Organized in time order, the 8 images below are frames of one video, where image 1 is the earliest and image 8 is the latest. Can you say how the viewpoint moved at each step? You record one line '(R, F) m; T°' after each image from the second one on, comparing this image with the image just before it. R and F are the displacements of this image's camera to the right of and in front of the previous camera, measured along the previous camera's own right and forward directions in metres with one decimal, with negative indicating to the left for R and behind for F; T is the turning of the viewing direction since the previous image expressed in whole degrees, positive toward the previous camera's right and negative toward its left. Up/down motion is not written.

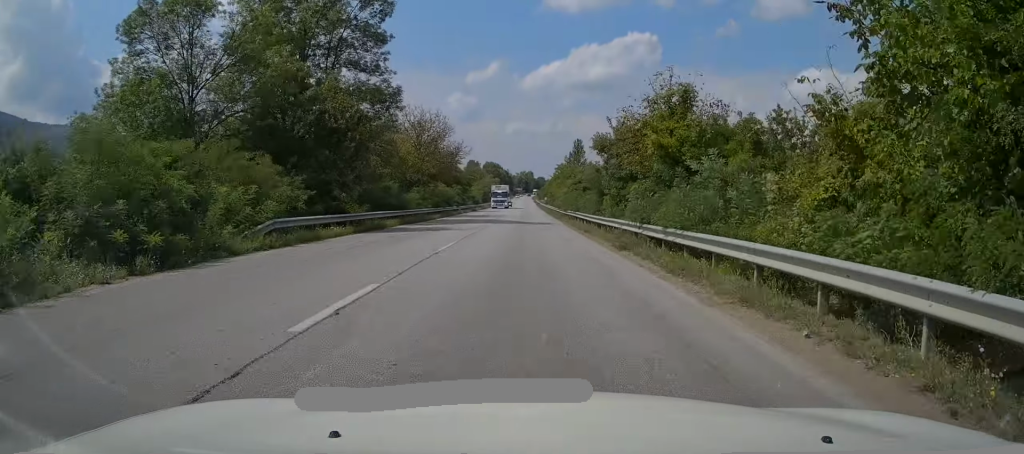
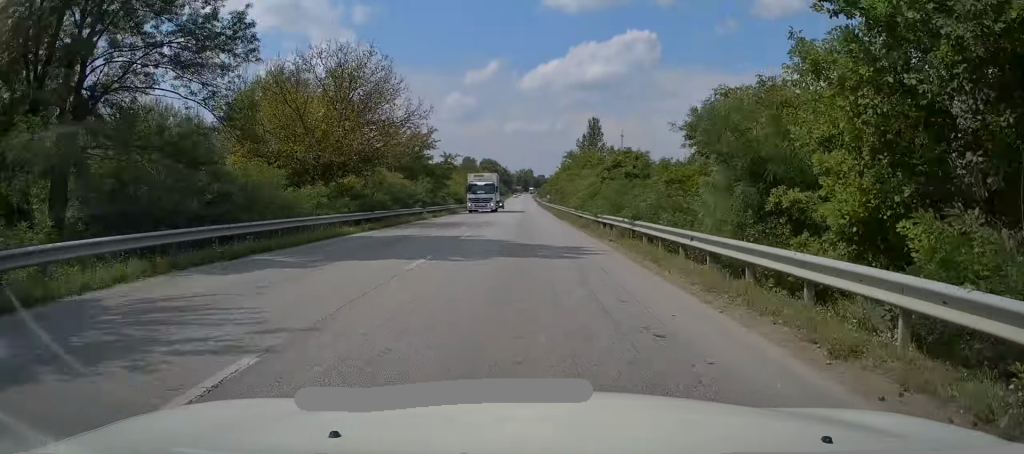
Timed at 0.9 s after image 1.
(+0.1, +21.6) m; +1°
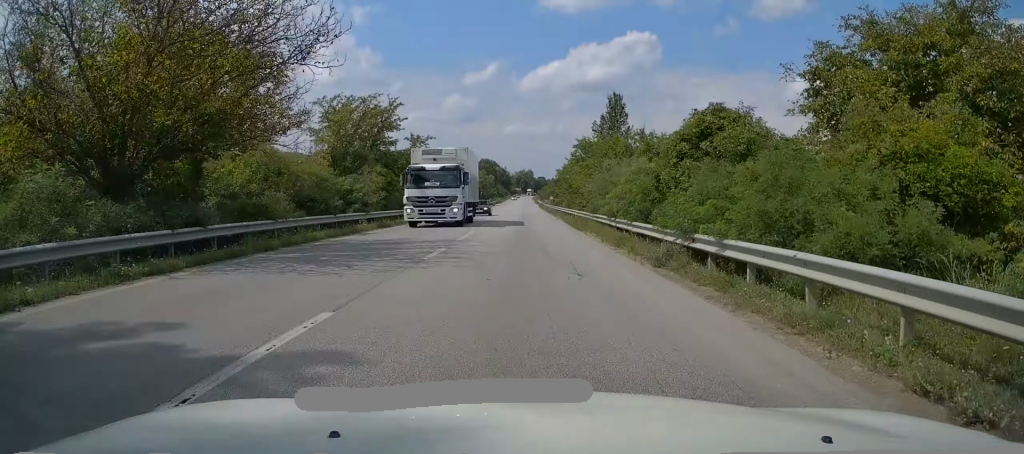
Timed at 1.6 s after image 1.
(+0.3, +16.0) m; 0°
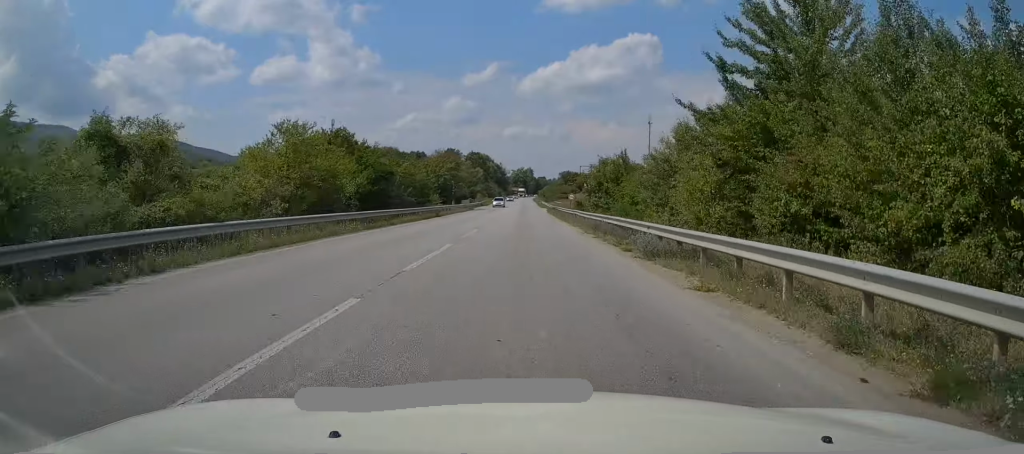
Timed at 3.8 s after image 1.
(-0.9, +52.8) m; 0°
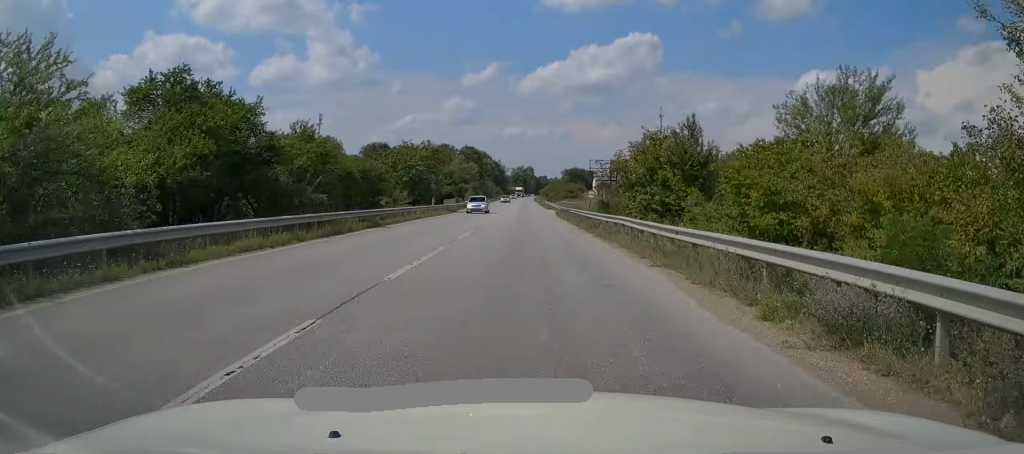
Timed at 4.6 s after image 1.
(+0.3, +19.1) m; +1°
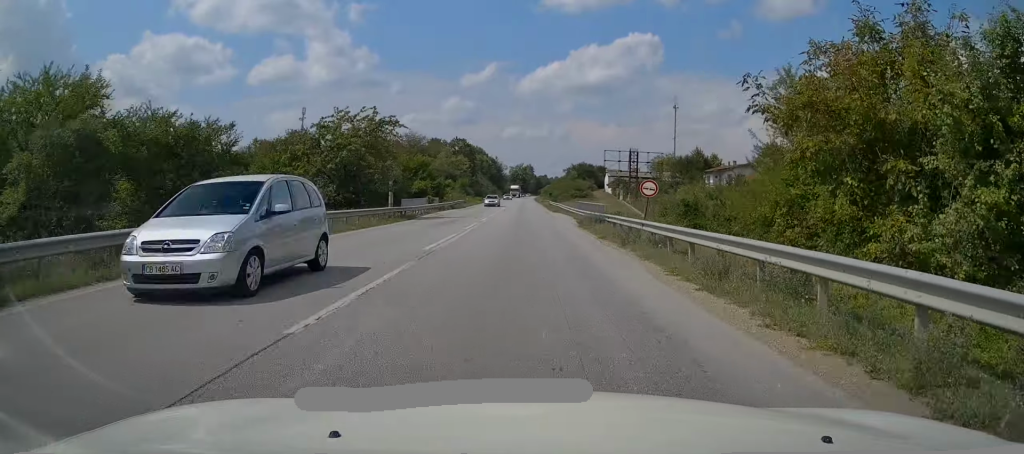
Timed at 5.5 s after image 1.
(+0.1, +21.6) m; -1°
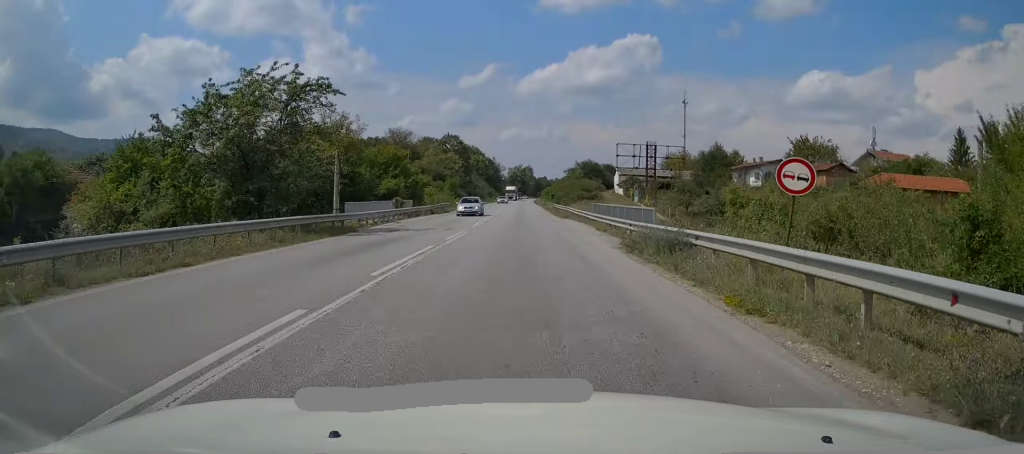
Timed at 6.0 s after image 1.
(-0.1, +13.5) m; 0°
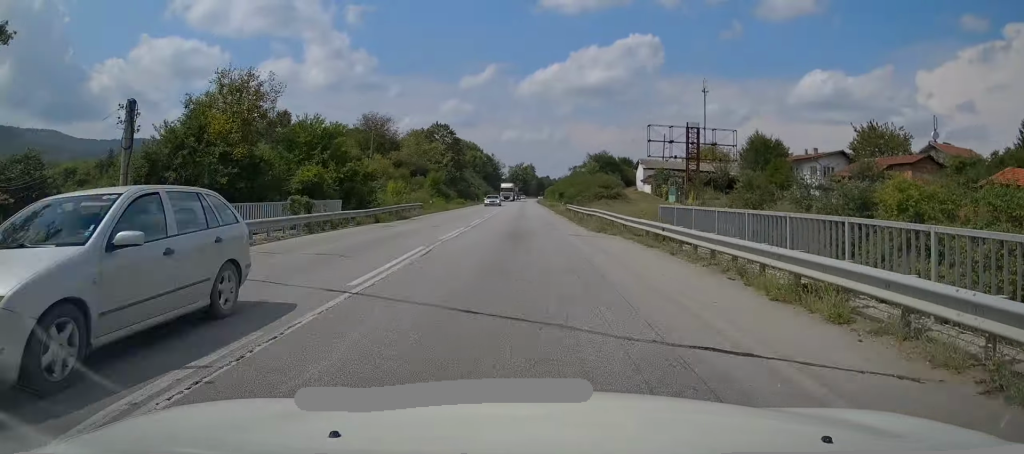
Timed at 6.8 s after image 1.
(-0.2, +19.0) m; 0°
